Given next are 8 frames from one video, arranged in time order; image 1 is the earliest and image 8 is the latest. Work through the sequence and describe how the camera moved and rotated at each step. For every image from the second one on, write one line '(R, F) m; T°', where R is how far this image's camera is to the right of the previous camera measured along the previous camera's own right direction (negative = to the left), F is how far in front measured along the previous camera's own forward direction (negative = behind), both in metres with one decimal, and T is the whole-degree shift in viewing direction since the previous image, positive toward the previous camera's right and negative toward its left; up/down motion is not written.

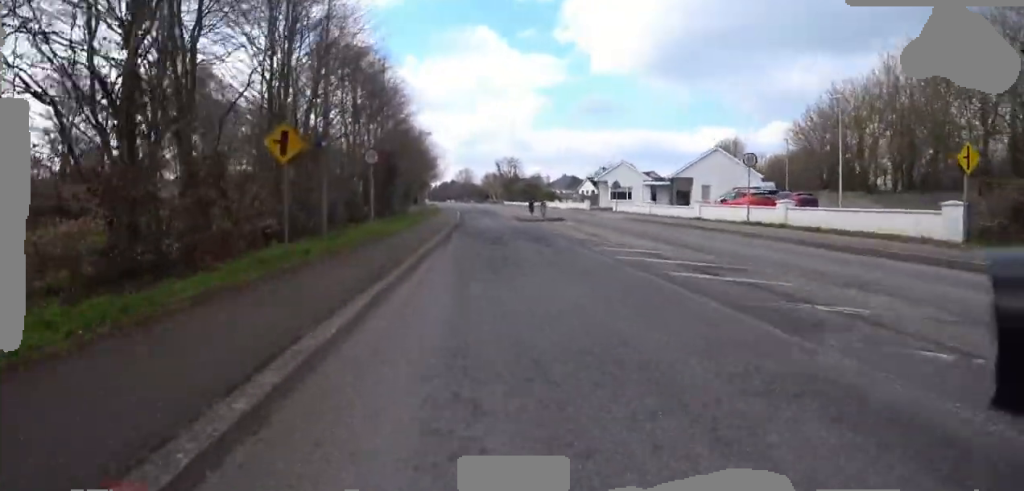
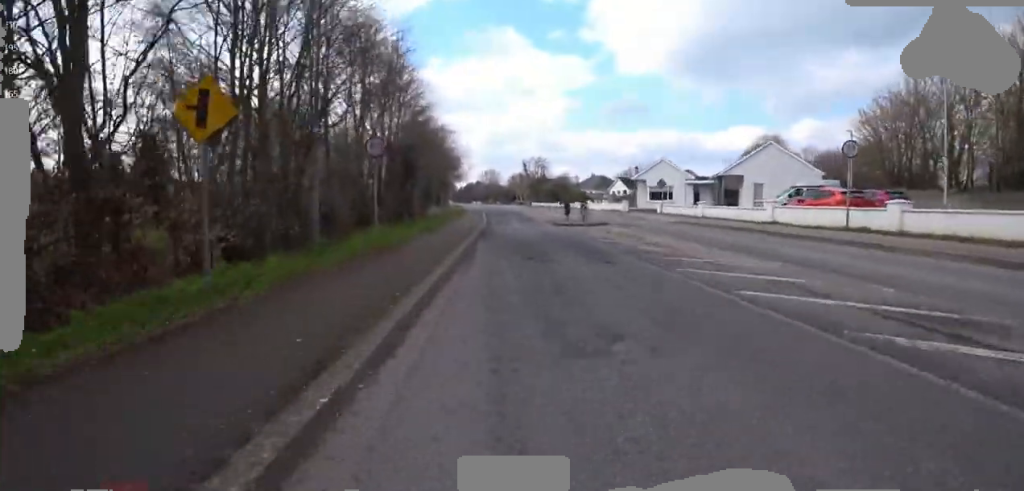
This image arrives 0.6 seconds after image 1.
(0.0, +3.4) m; +3°
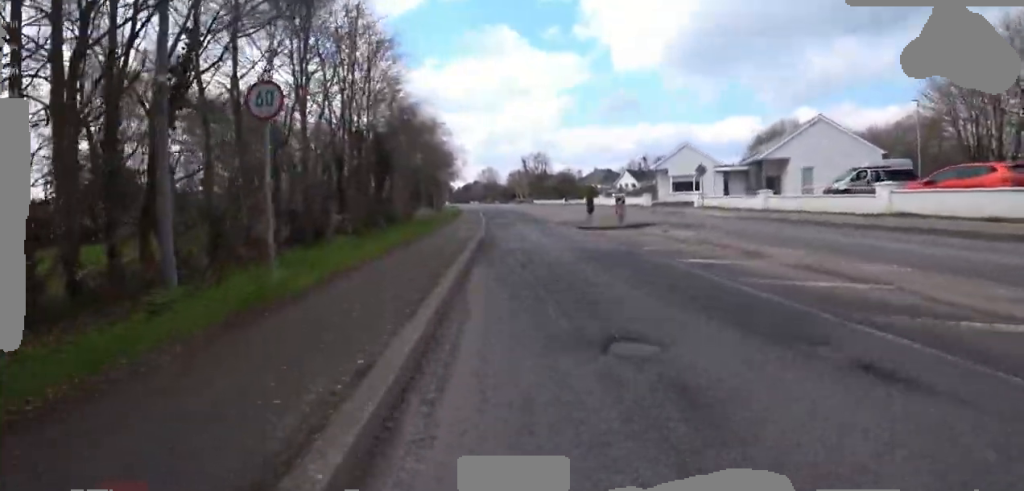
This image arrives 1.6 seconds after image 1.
(+0.3, +5.9) m; -3°
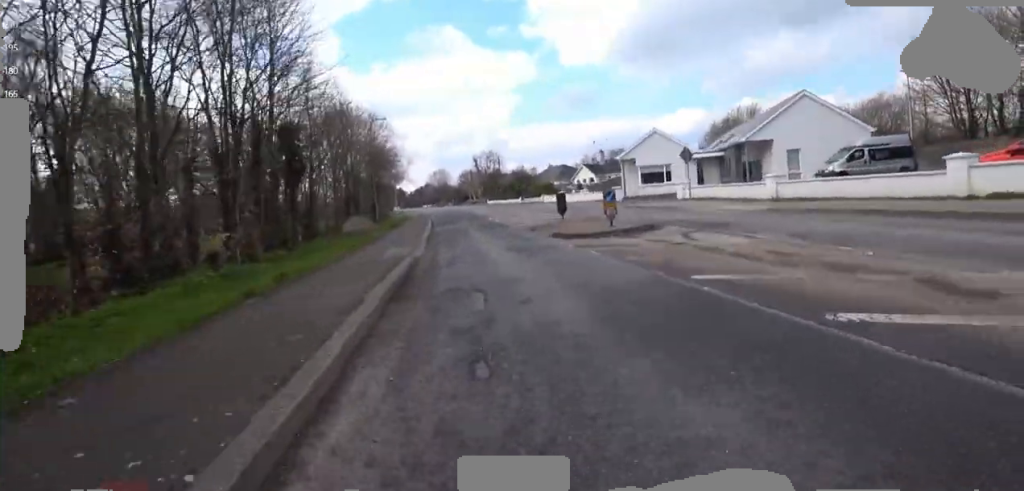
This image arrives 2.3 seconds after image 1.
(-0.5, +4.3) m; -5°
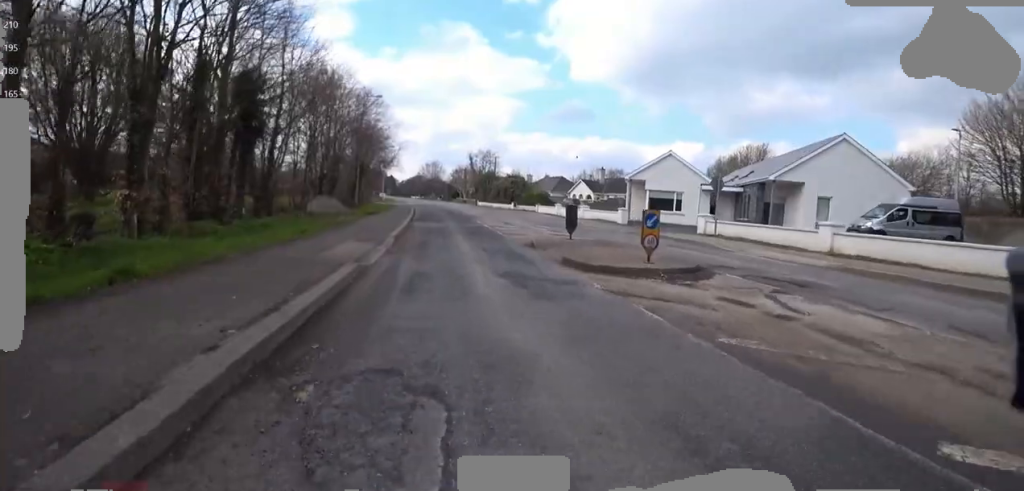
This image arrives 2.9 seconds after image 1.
(-0.1, +3.2) m; -1°
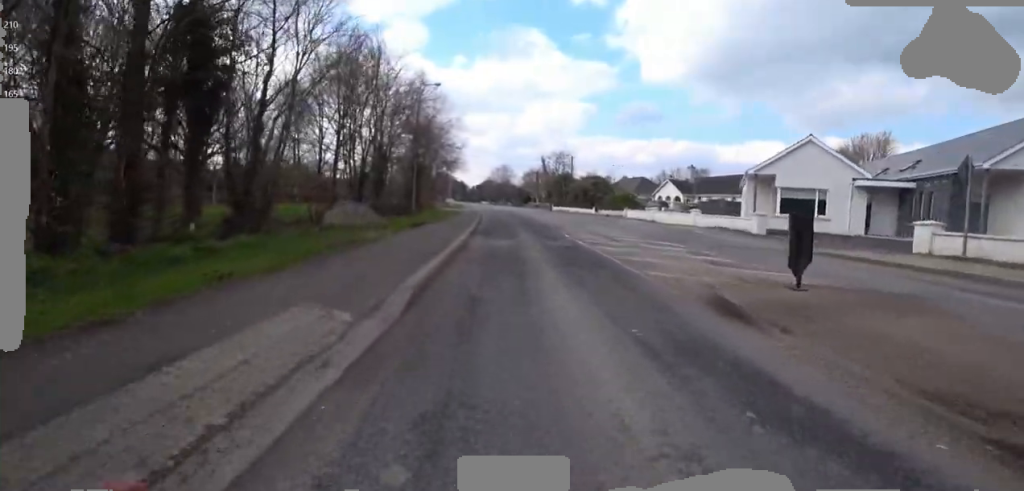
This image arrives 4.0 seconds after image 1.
(0.0, +6.4) m; -2°
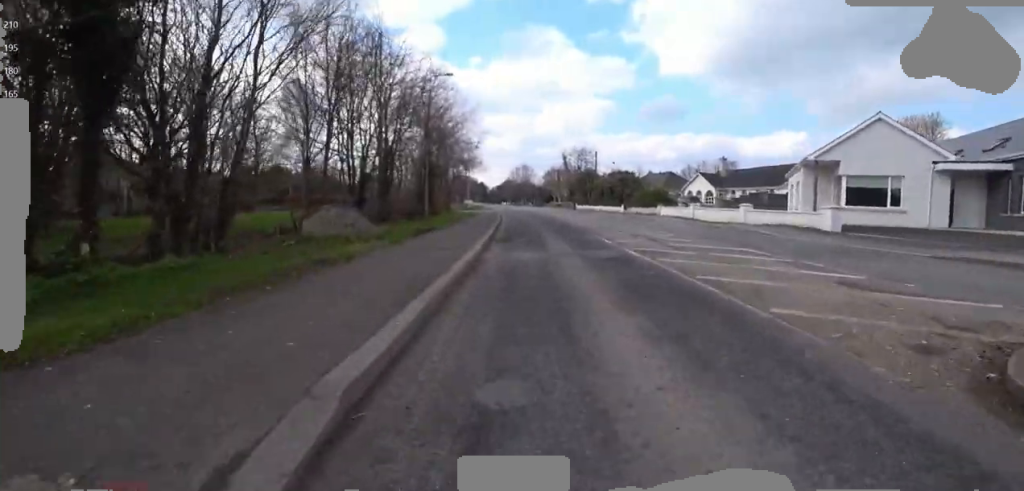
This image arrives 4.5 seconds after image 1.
(+0.1, +3.0) m; -2°
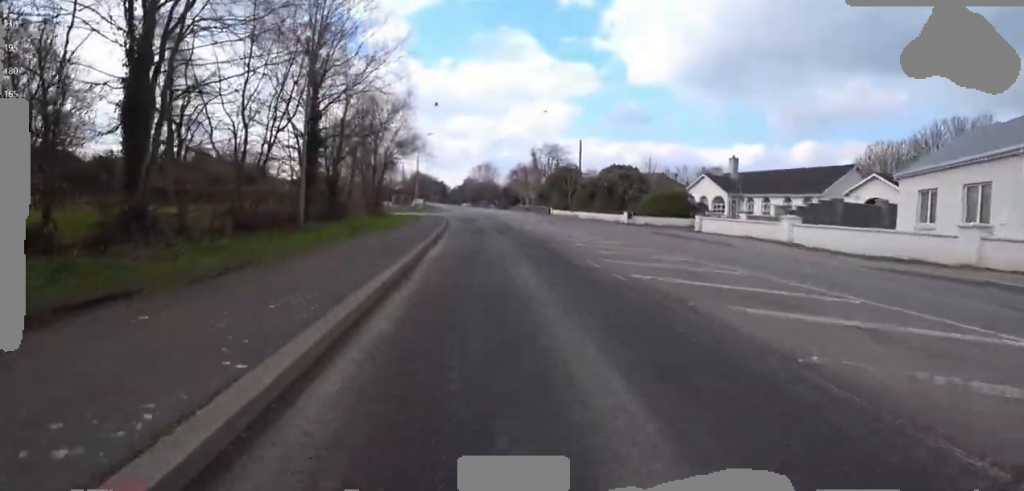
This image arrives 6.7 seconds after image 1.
(-0.4, +13.4) m; +8°
